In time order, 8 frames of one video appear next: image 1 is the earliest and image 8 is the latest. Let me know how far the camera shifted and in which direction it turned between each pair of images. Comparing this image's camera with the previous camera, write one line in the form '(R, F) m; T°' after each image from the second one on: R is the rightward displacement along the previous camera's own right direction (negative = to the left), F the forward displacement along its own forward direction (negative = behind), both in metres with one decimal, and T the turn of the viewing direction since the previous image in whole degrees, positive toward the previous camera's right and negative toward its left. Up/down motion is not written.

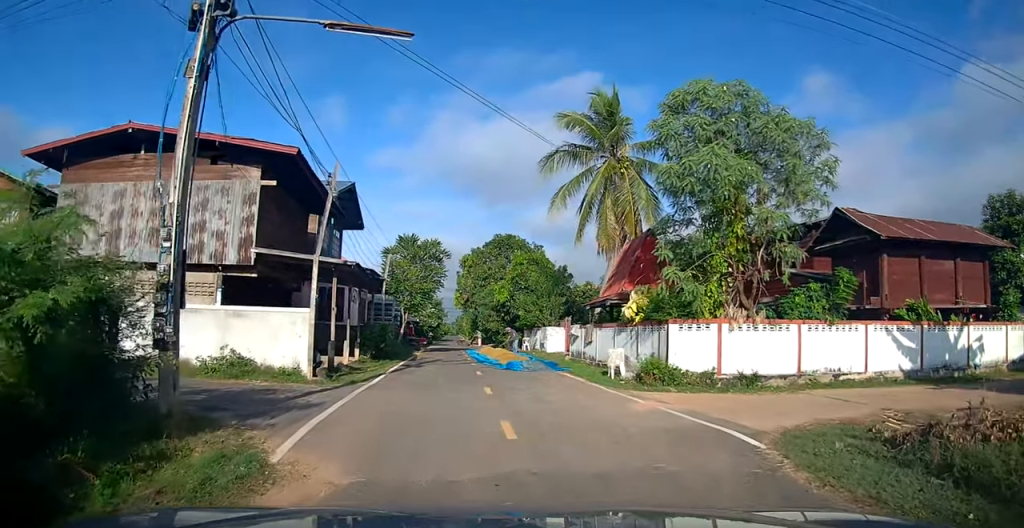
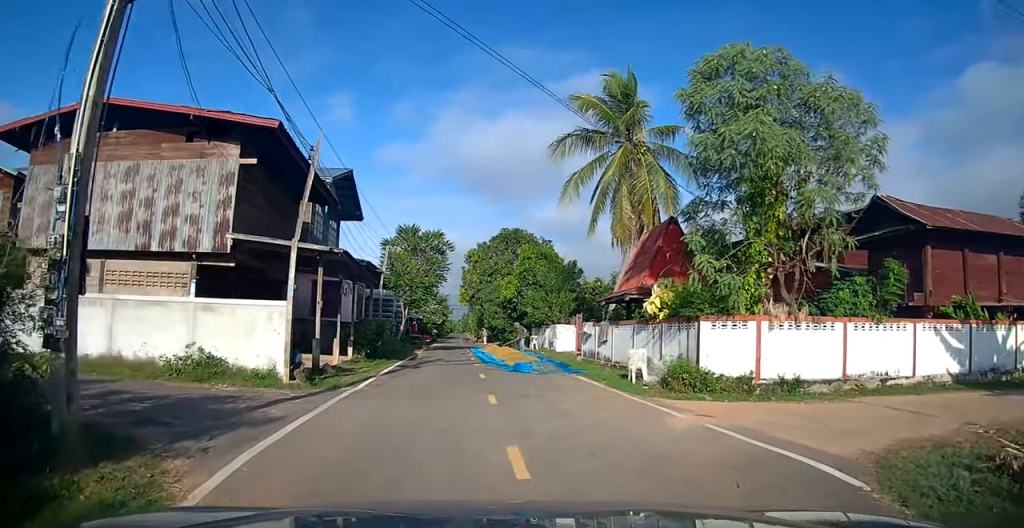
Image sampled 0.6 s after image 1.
(+0.1, +1.5) m; -3°
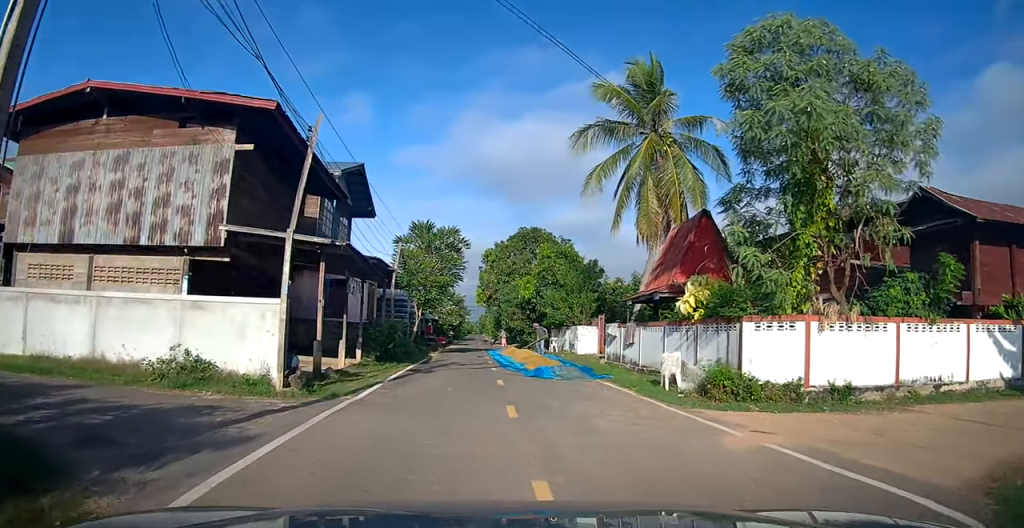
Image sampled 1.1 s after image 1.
(-0.1, +1.3) m; -3°
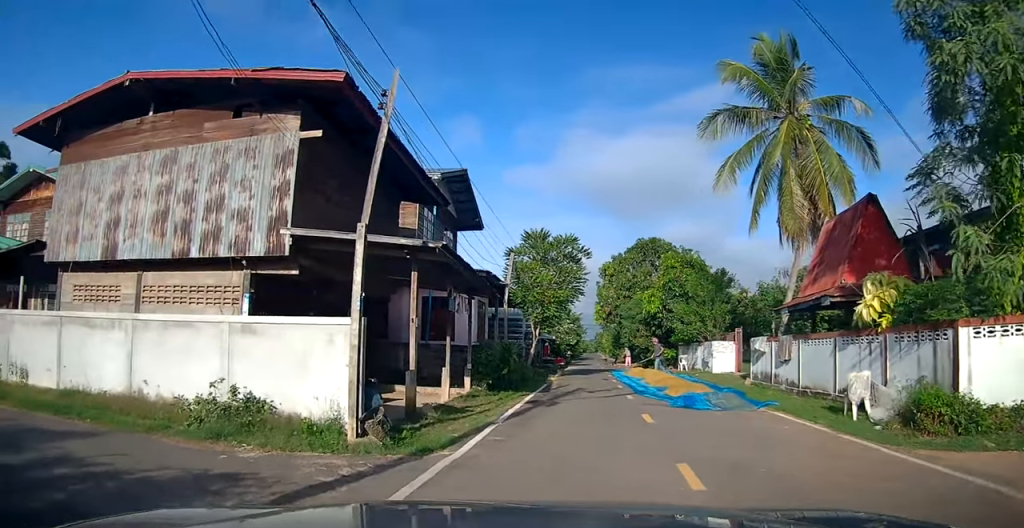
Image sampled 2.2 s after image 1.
(-0.2, +2.9) m; -12°
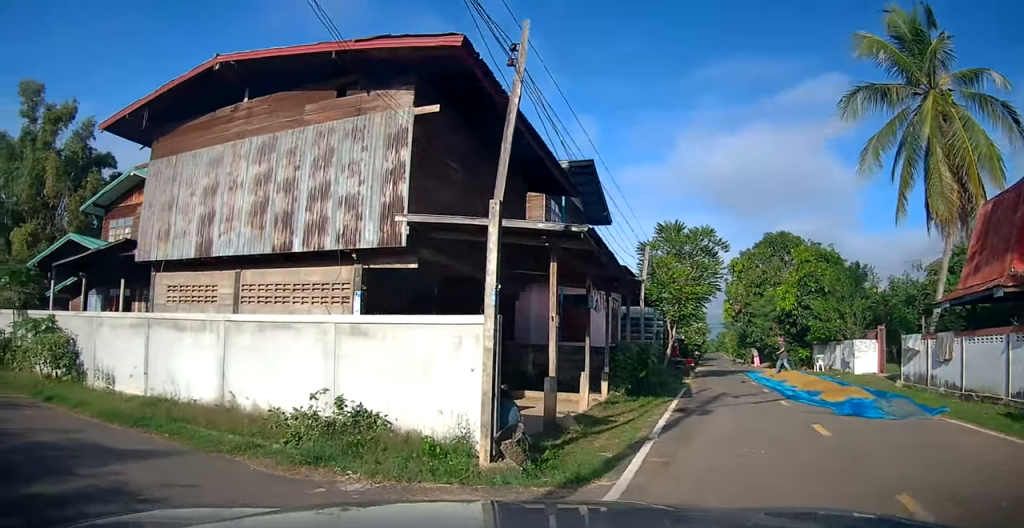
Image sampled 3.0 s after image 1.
(-0.1, +1.5) m; -14°
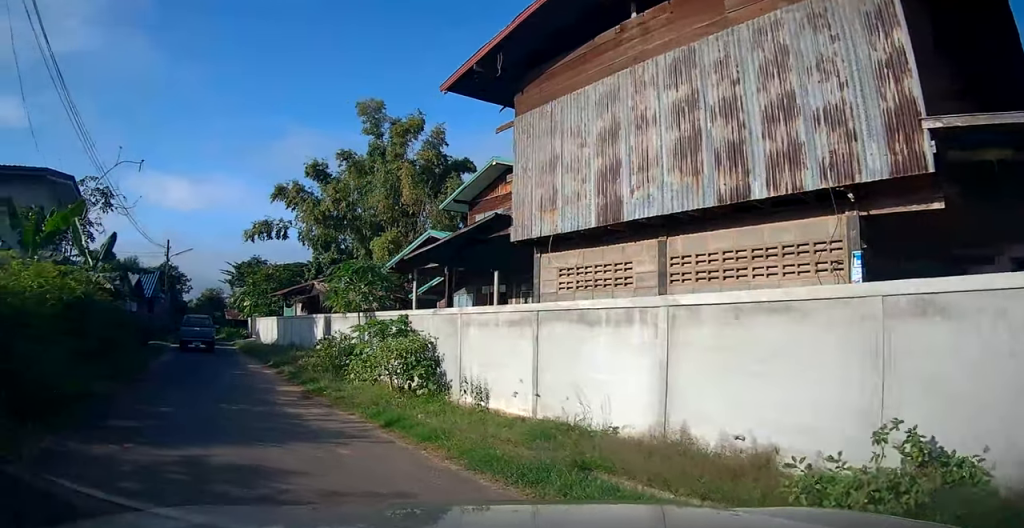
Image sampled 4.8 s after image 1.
(-1.3, +3.5) m; -33°
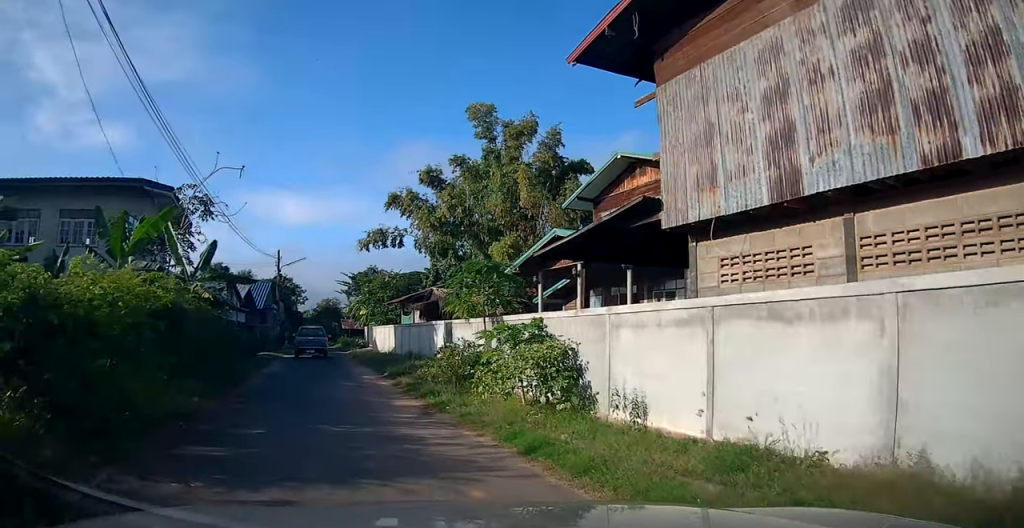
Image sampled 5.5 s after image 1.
(0.0, +1.5) m; -18°
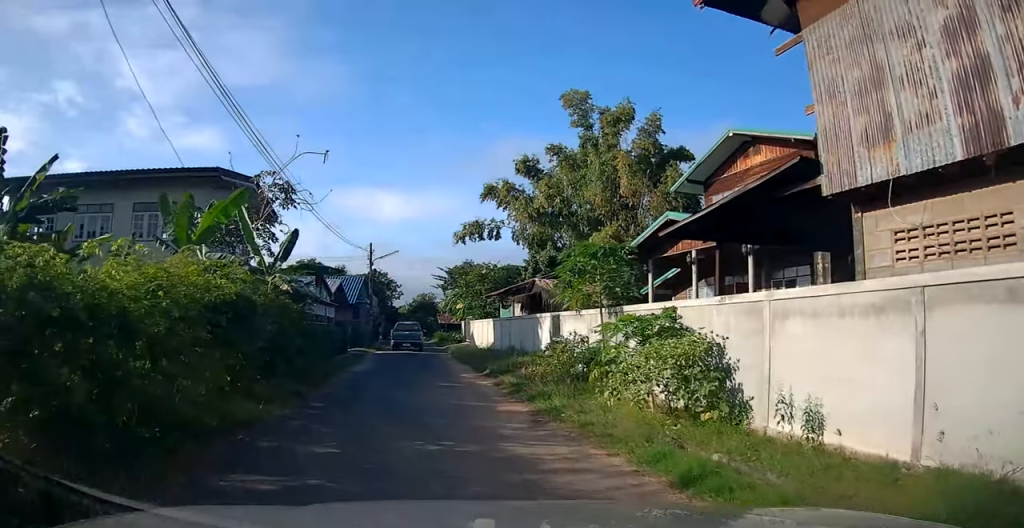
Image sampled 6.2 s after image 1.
(-0.4, +1.4) m; -6°
